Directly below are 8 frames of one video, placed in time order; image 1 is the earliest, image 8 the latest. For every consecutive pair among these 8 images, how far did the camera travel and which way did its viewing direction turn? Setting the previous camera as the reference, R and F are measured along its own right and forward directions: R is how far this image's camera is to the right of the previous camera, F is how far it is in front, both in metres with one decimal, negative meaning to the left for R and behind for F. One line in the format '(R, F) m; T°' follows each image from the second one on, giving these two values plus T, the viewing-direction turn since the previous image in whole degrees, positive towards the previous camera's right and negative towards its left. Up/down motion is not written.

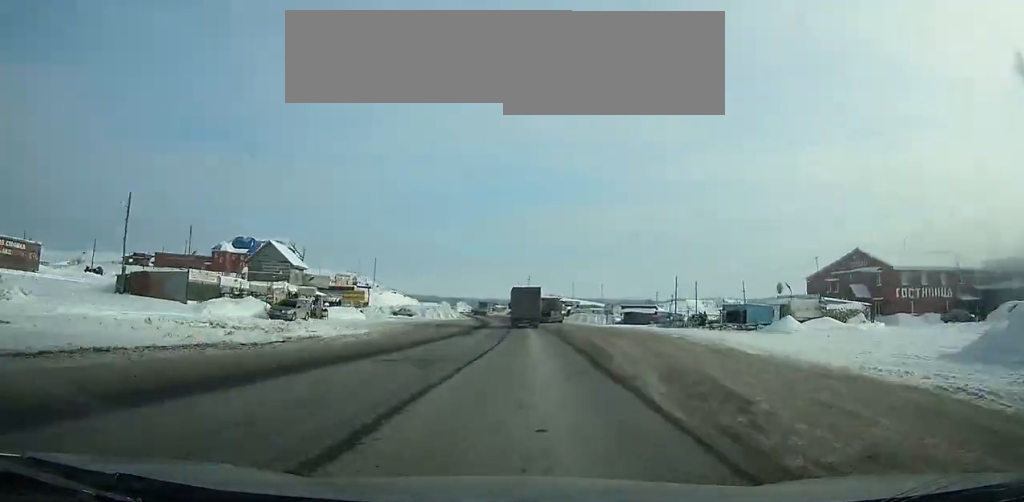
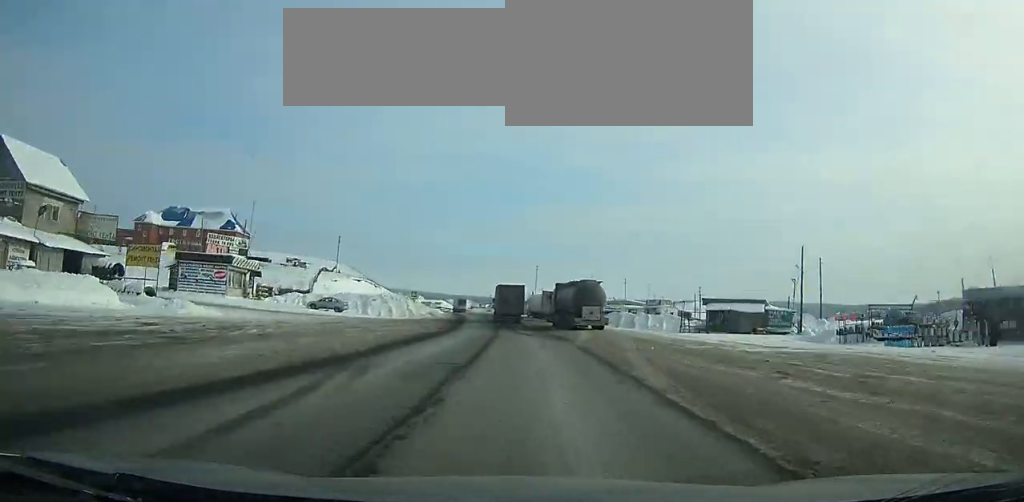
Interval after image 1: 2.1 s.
(+0.2, +41.1) m; -1°
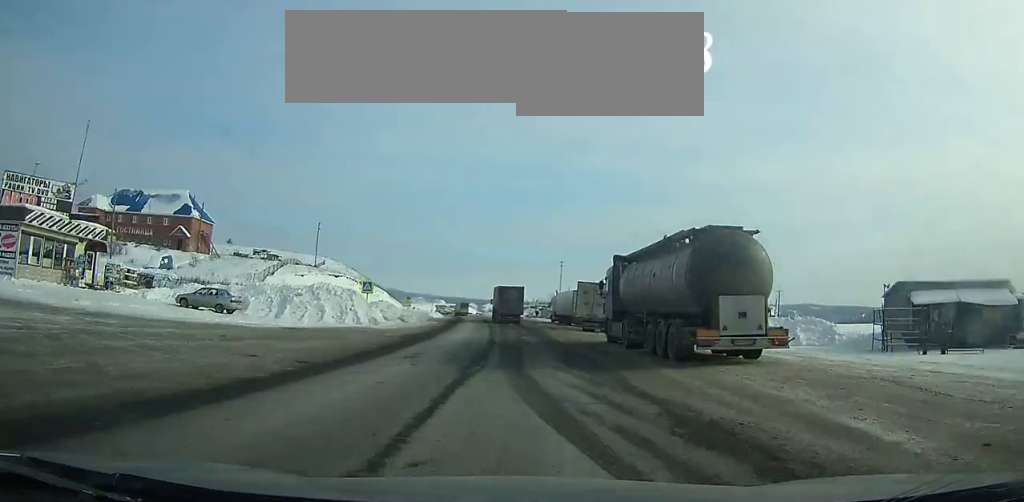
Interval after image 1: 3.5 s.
(-0.3, +26.5) m; -1°
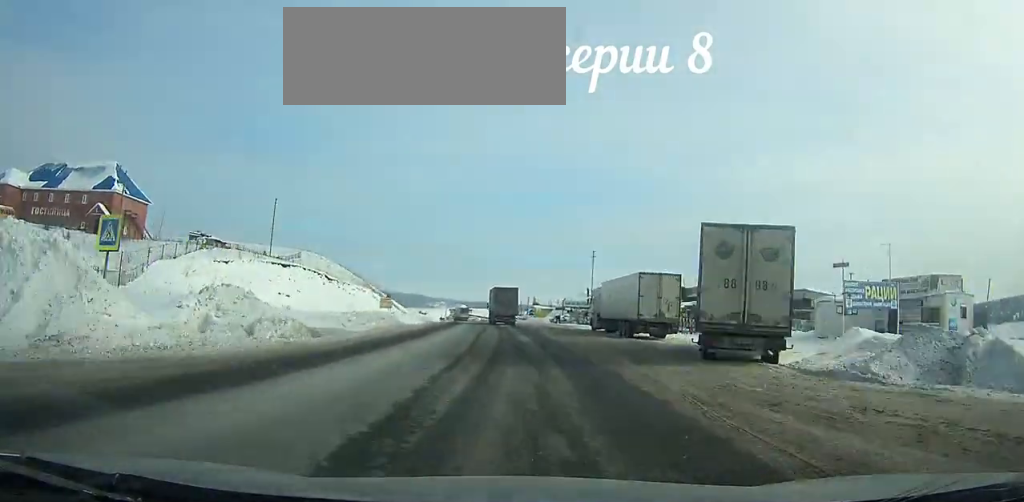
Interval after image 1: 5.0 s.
(-0.1, +28.2) m; -2°
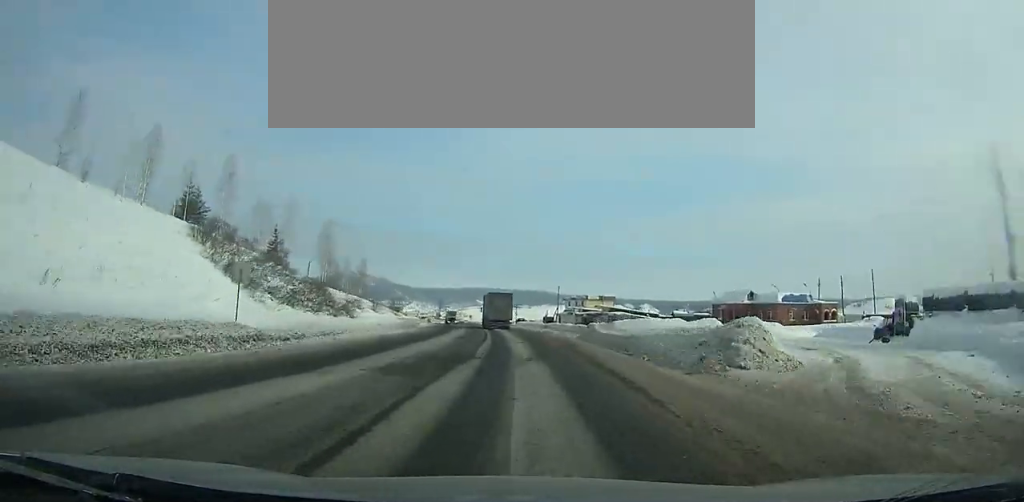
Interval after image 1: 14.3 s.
(-21.6, +174.0) m; -14°
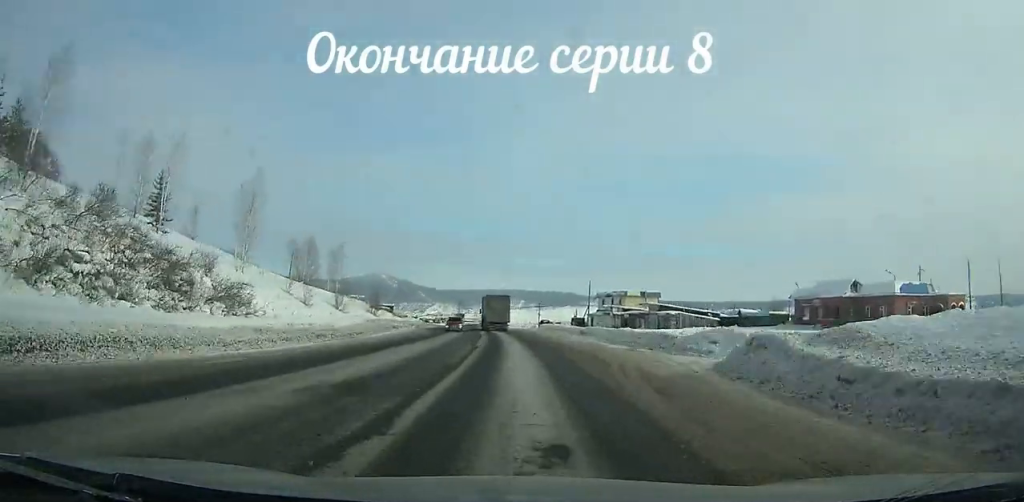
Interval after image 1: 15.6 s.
(-0.6, +24.8) m; -2°
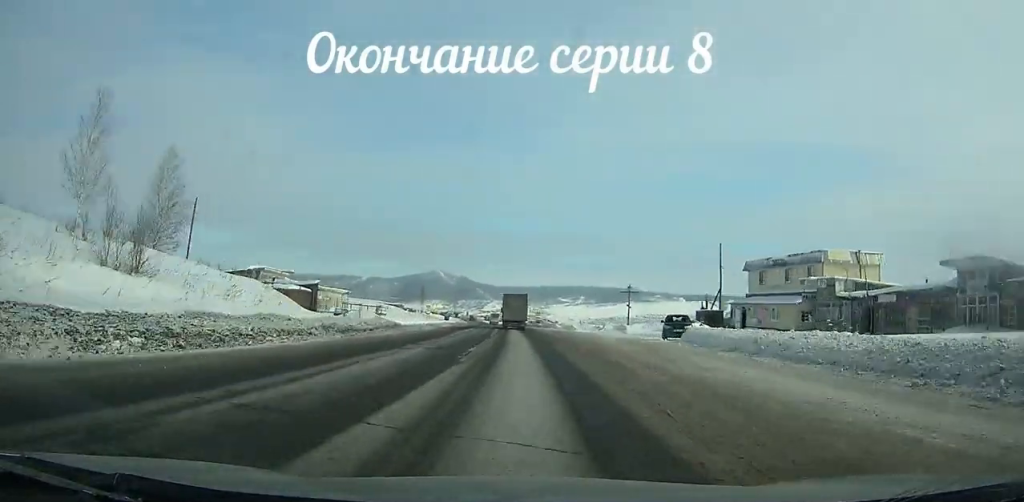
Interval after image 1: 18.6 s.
(-2.8, +57.8) m; -5°
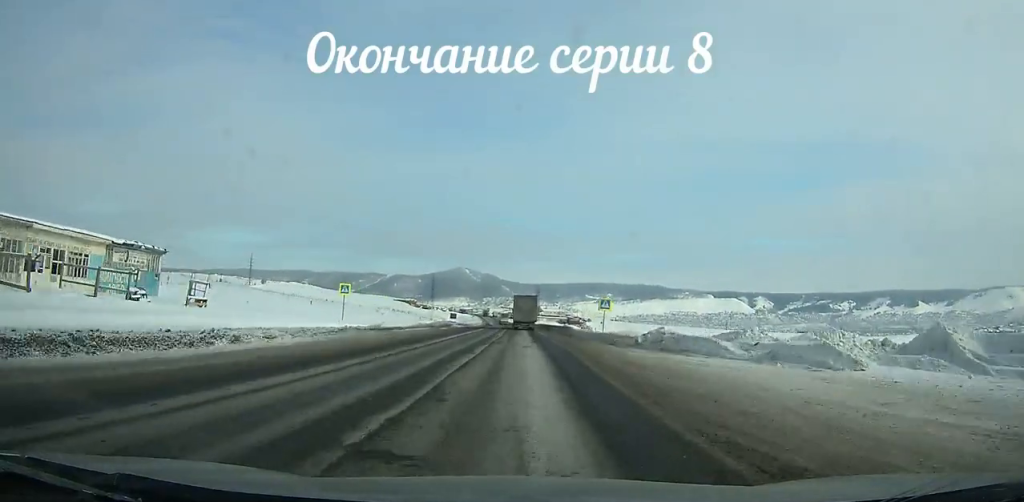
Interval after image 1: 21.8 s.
(-2.3, +63.2) m; -3°
